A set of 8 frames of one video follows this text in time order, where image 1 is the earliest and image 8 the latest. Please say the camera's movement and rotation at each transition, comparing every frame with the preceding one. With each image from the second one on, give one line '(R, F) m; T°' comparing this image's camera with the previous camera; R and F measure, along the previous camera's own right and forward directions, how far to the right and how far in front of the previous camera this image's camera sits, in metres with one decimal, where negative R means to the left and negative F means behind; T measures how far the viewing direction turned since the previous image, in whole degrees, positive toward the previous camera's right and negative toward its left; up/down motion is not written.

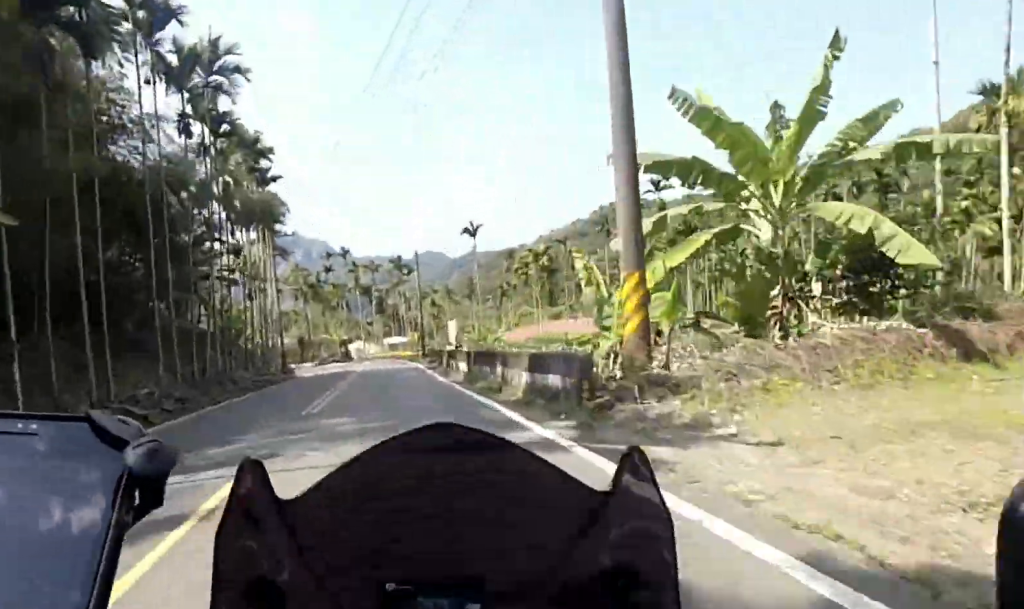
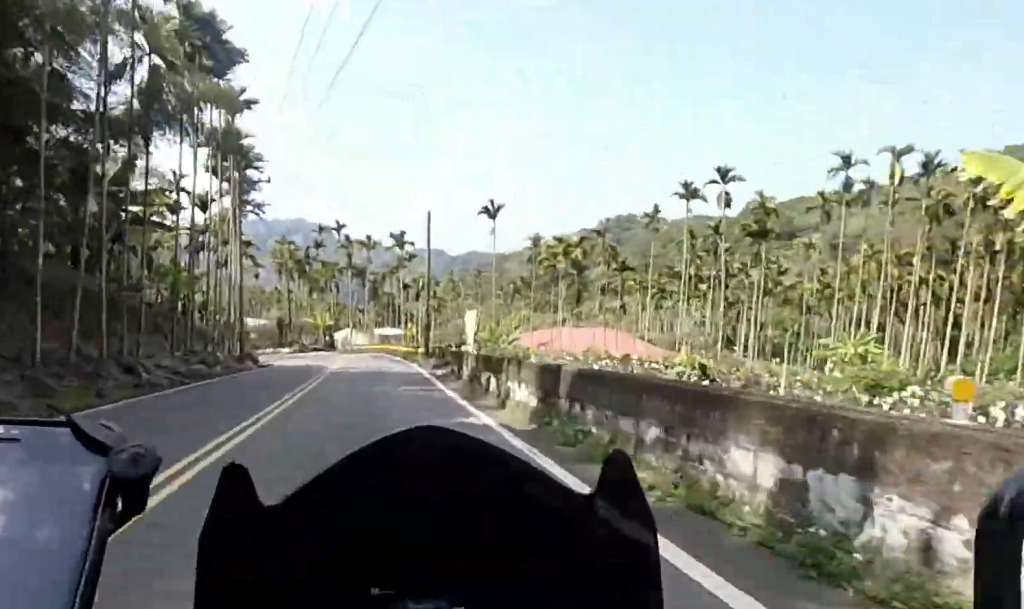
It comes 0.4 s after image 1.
(+0.9, +9.5) m; 0°
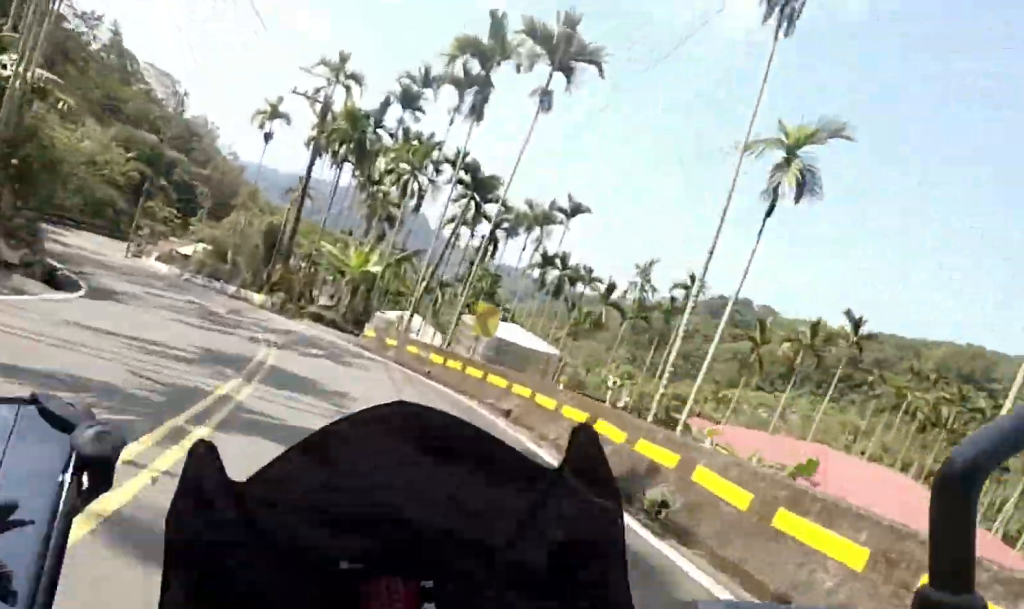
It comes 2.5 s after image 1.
(-4.1, +41.5) m; -14°
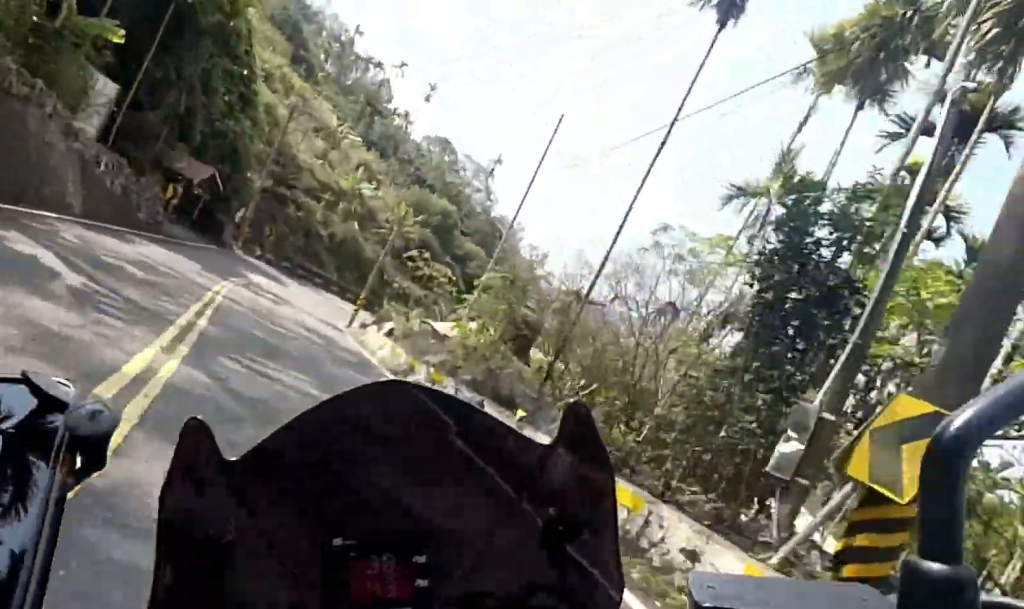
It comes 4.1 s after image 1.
(-1.3, +27.7) m; -5°
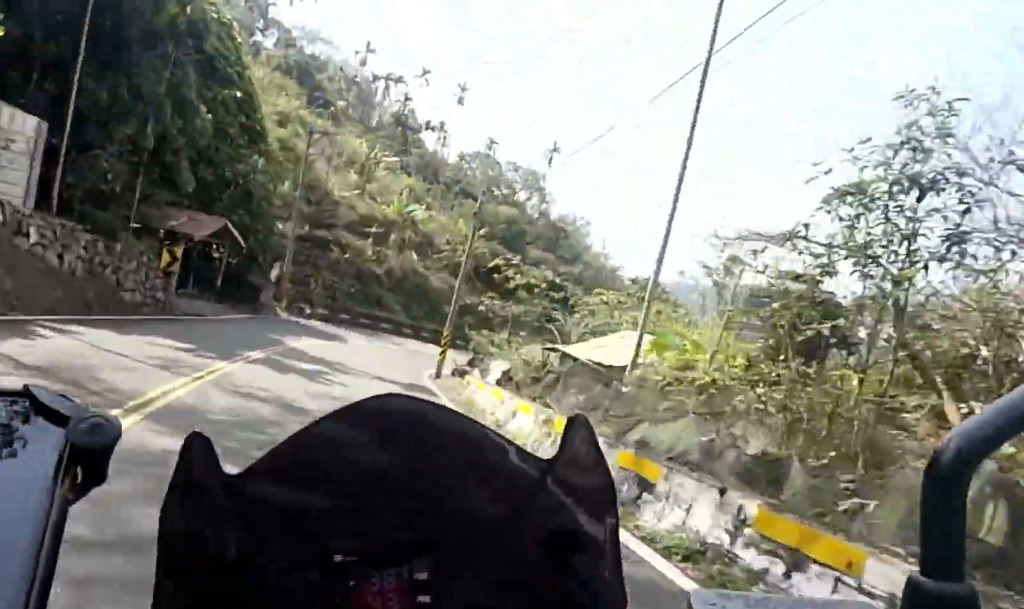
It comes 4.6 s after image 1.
(+0.3, +8.1) m; -5°
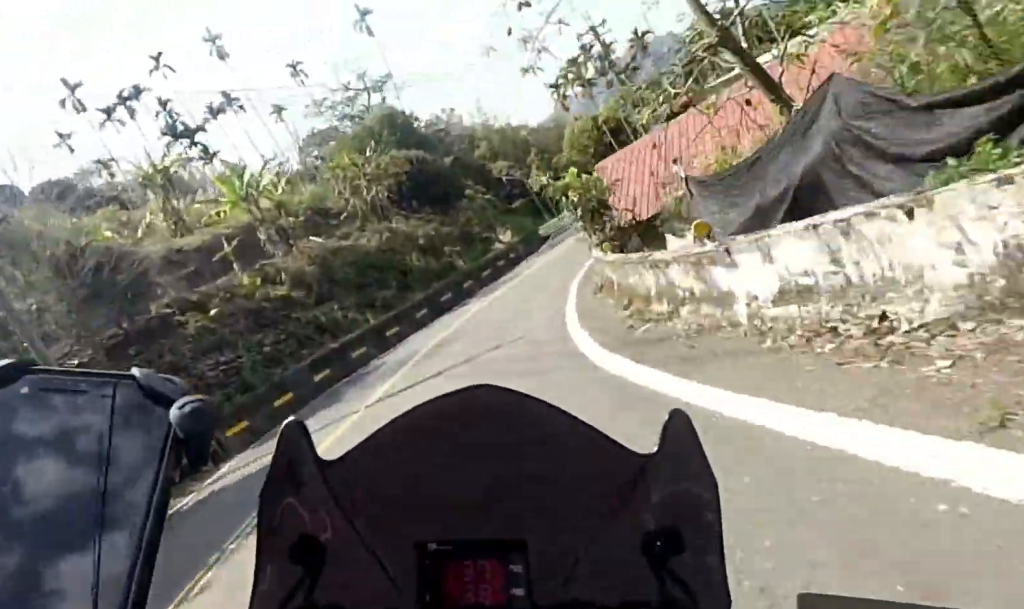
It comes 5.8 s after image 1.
(-2.6, +18.9) m; -5°
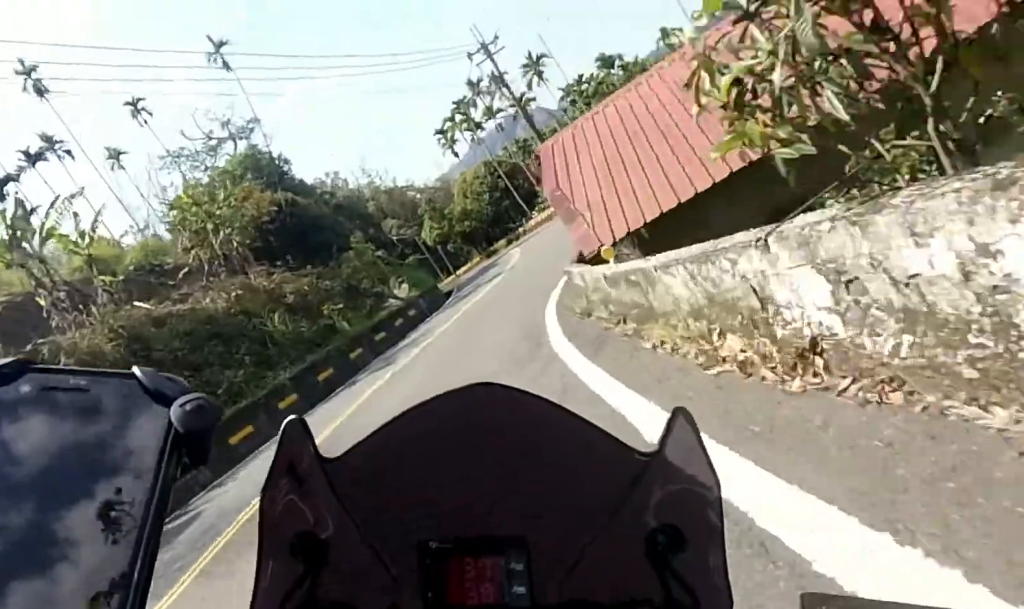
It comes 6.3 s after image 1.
(+0.6, +7.9) m; +3°
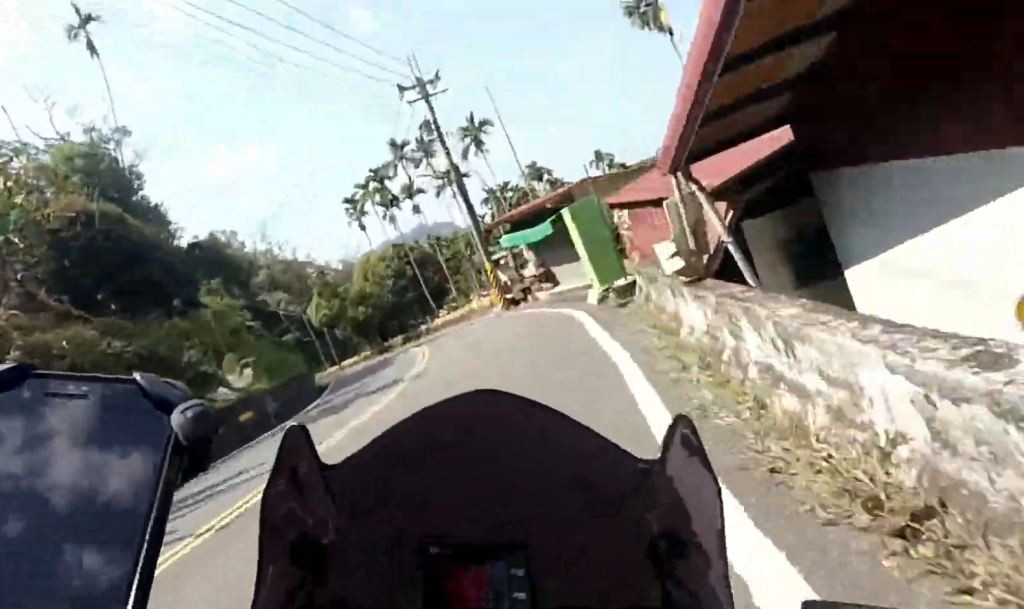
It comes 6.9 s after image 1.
(+0.7, +9.5) m; +4°
